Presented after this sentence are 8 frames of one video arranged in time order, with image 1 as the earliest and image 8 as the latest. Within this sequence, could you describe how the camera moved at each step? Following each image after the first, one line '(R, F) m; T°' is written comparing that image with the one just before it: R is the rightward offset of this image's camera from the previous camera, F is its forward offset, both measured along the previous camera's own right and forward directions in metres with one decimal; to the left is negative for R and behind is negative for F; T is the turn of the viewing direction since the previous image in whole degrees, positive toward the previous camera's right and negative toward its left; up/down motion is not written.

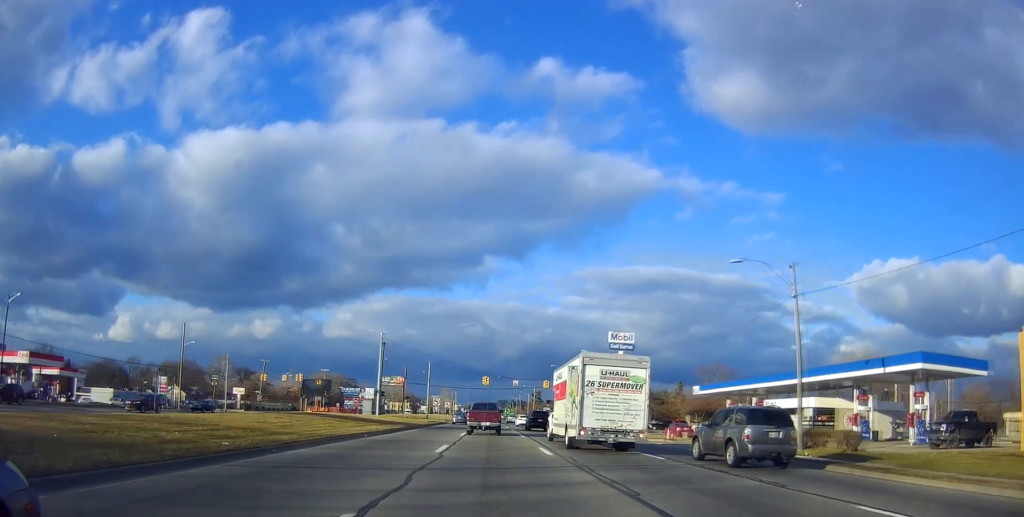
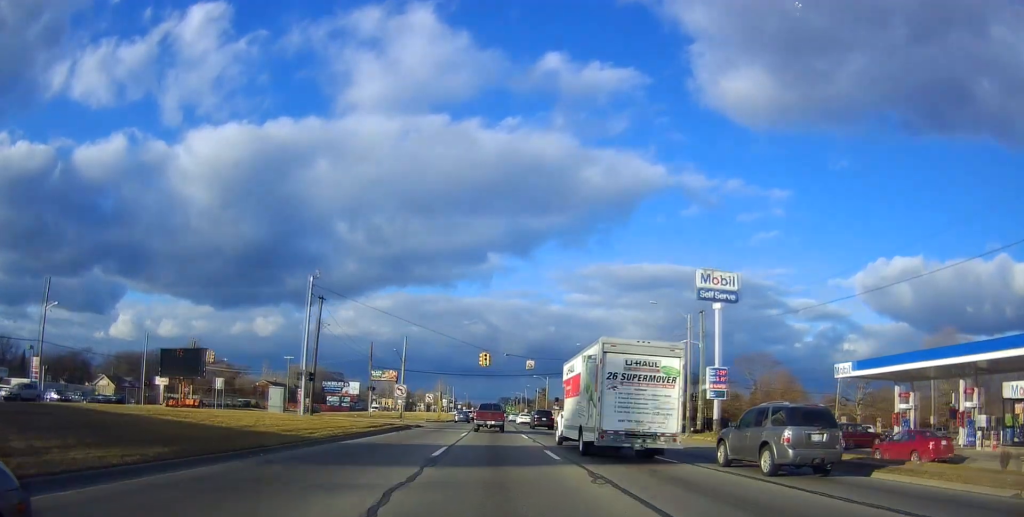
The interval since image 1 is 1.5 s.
(+0.6, +32.1) m; 0°
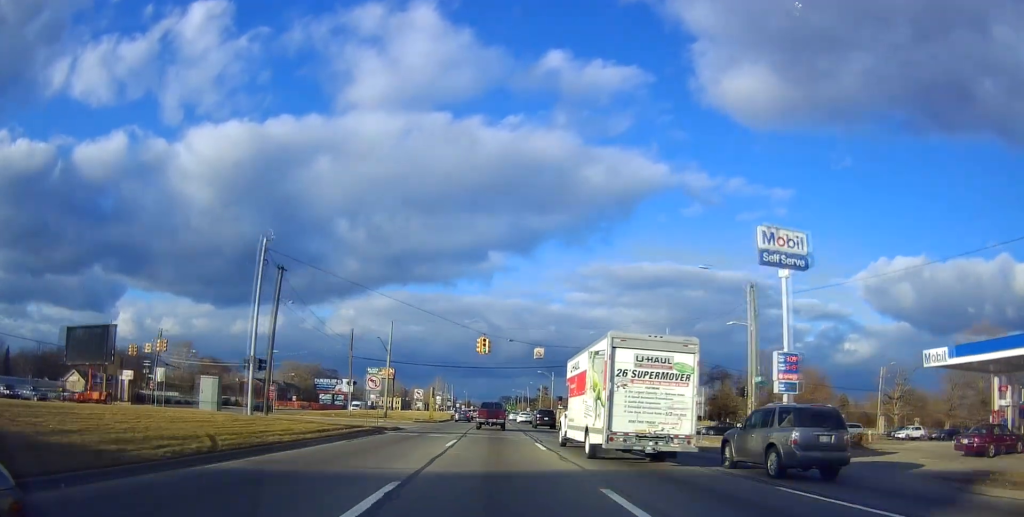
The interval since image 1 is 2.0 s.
(-0.1, +10.7) m; 0°
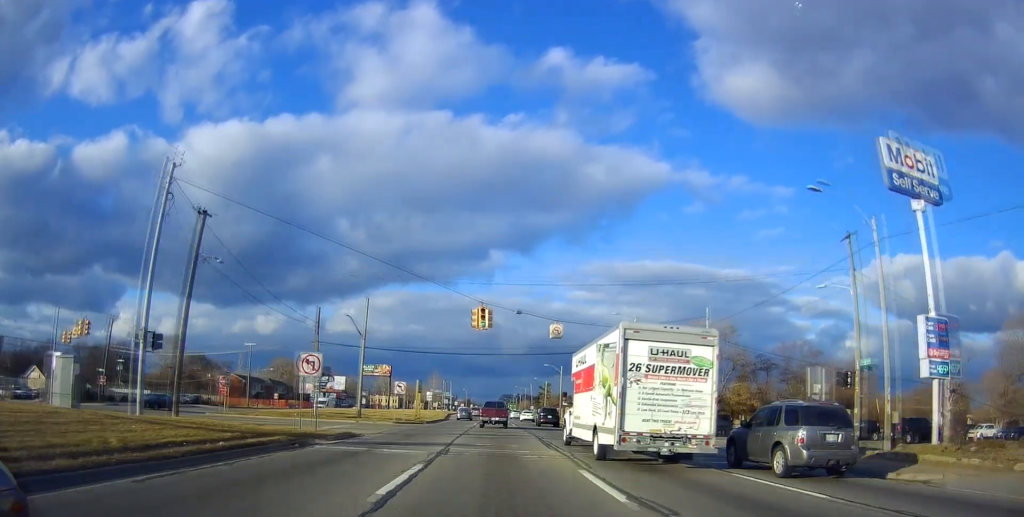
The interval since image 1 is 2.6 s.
(-0.1, +12.8) m; 0°
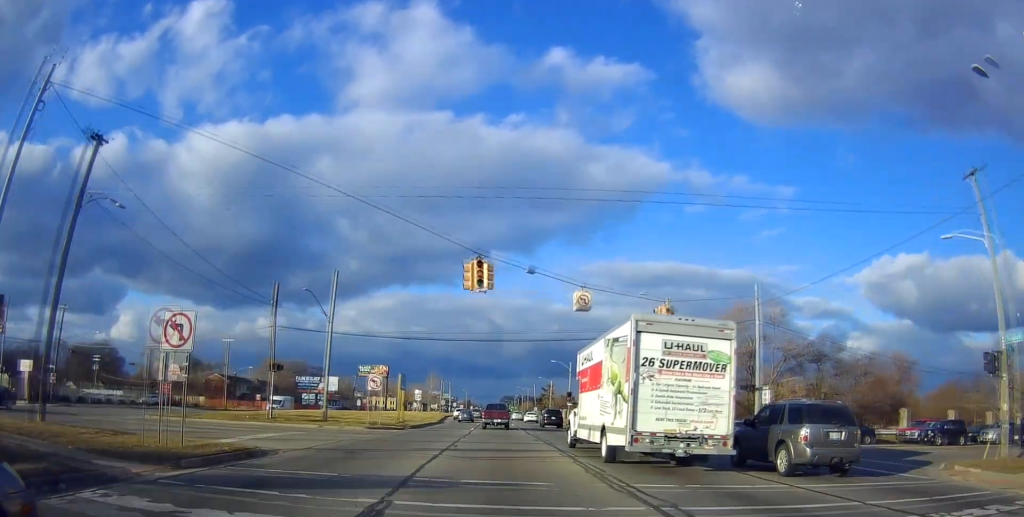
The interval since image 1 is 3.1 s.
(0.0, +10.7) m; -1°
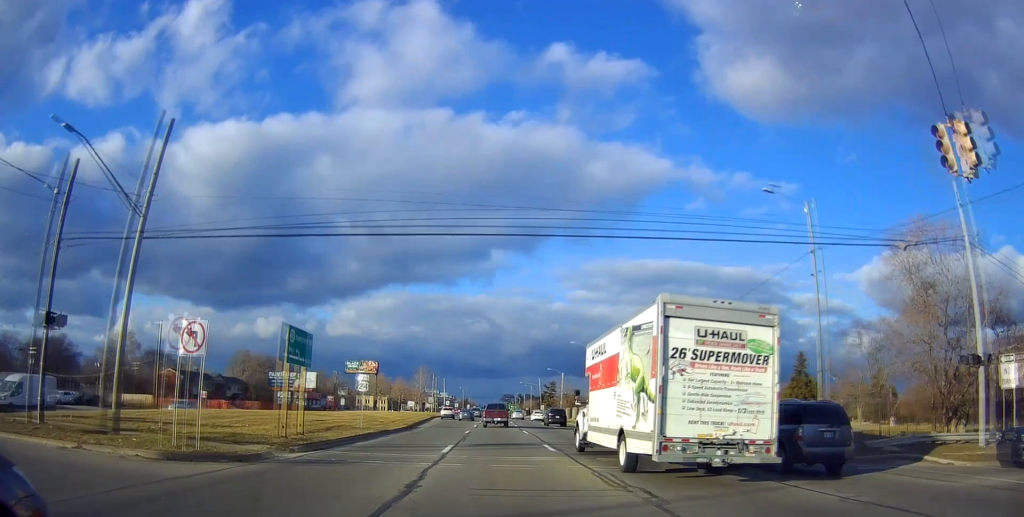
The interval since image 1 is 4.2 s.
(-0.5, +23.6) m; -1°
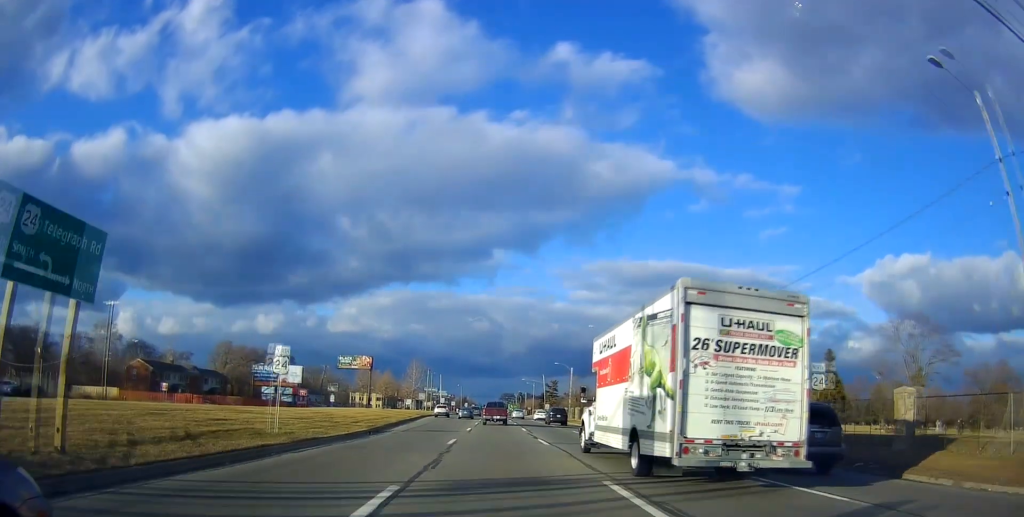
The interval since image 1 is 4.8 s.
(0.0, +13.0) m; +1°
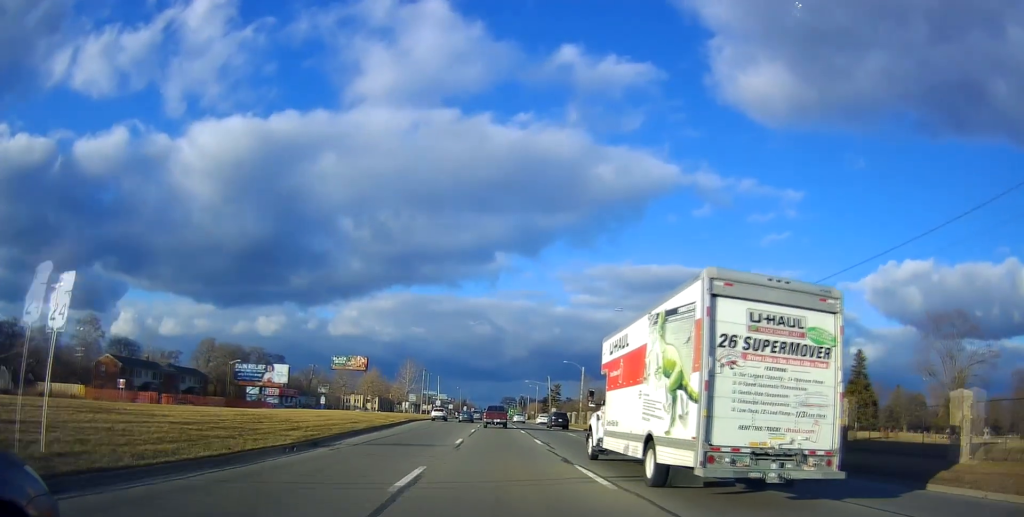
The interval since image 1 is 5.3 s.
(+0.2, +11.7) m; +1°
